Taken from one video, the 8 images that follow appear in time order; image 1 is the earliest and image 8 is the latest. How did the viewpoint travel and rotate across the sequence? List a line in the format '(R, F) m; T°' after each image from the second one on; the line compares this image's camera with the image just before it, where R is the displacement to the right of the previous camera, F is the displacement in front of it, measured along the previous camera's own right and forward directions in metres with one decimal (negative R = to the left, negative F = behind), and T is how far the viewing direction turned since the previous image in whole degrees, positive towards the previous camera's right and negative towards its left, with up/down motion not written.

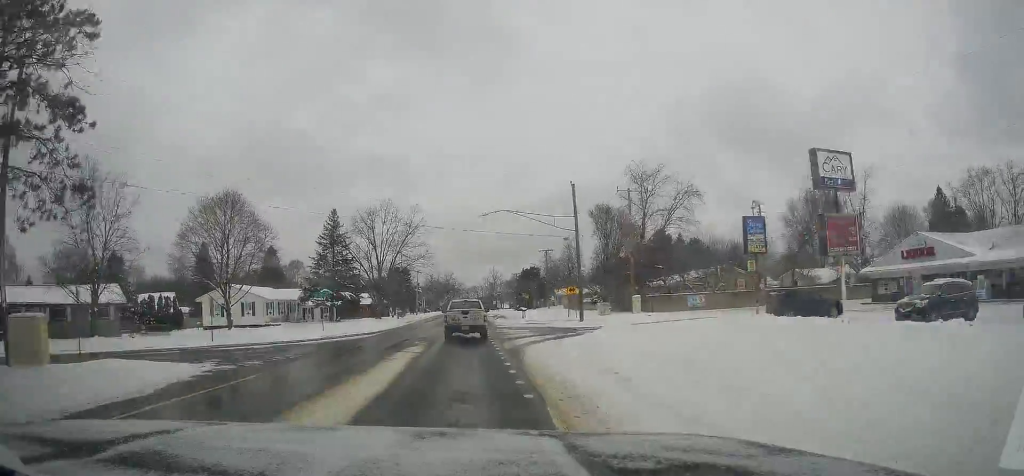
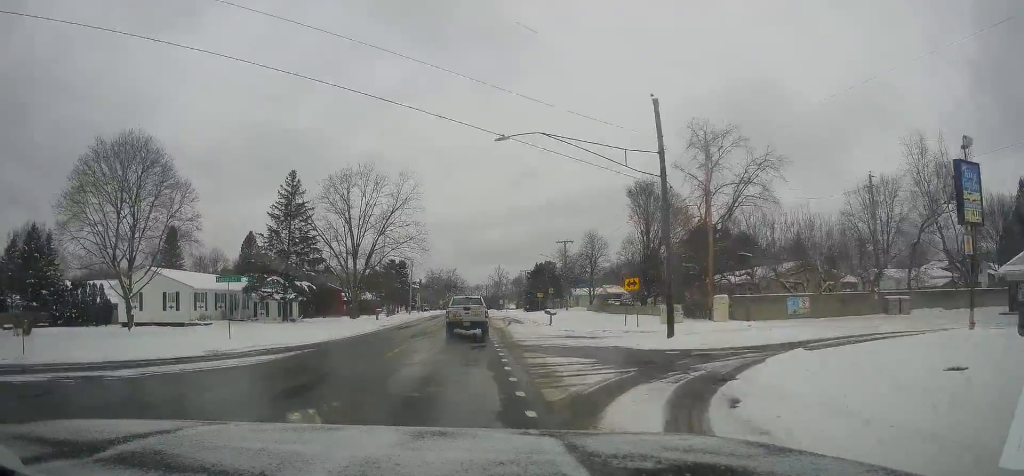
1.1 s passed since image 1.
(+0.5, +18.2) m; +2°
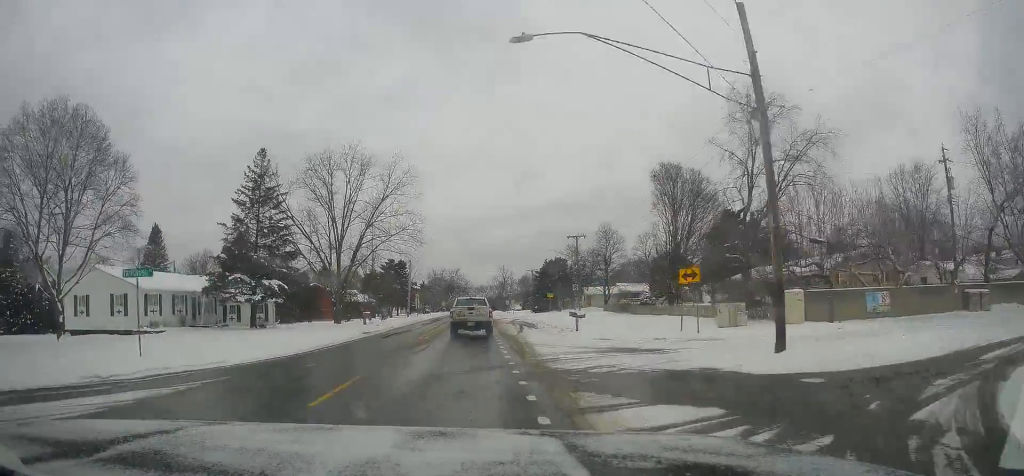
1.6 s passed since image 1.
(0.0, +8.5) m; -1°
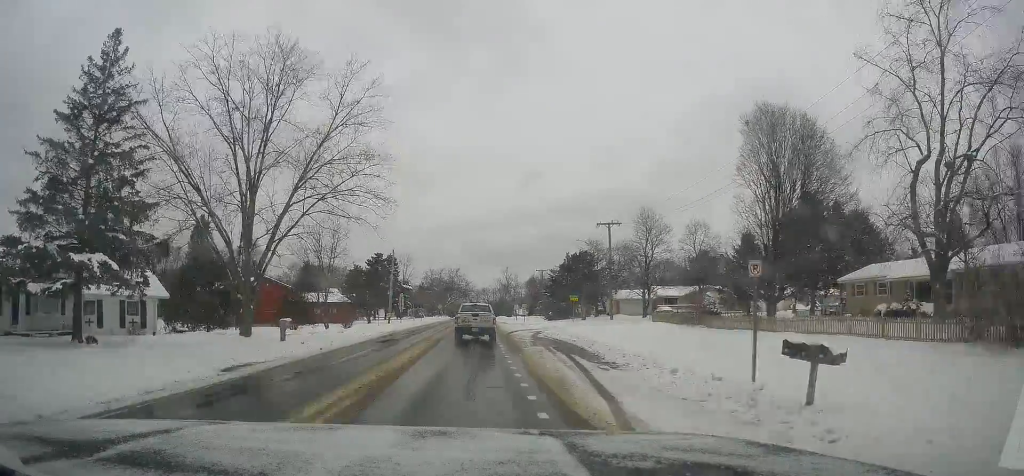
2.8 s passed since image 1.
(-0.6, +21.4) m; -1°
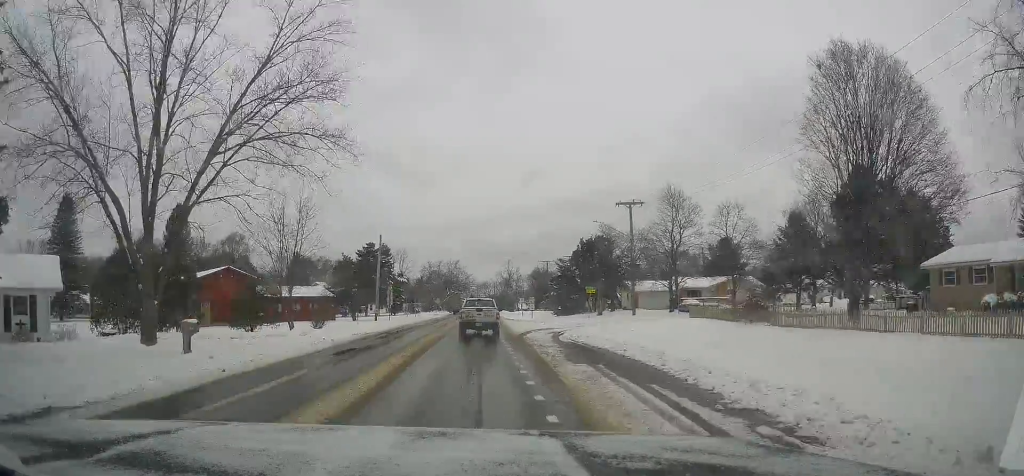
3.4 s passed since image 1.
(0.0, +10.1) m; 0°
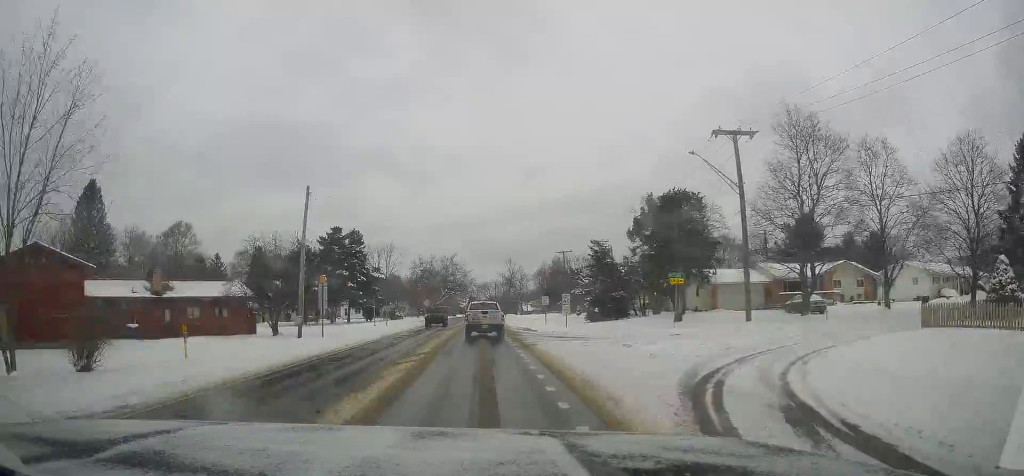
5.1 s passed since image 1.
(+0.2, +27.1) m; 0°
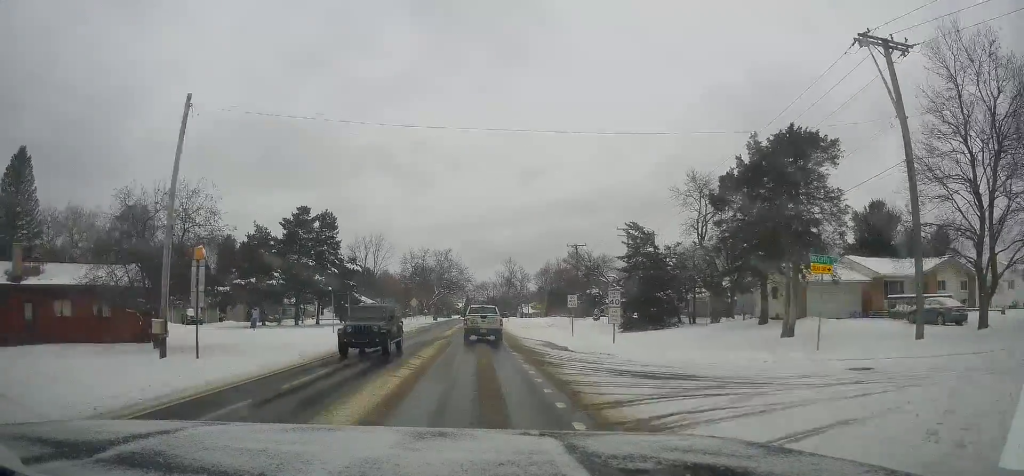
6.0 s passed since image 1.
(+0.2, +15.7) m; +3°
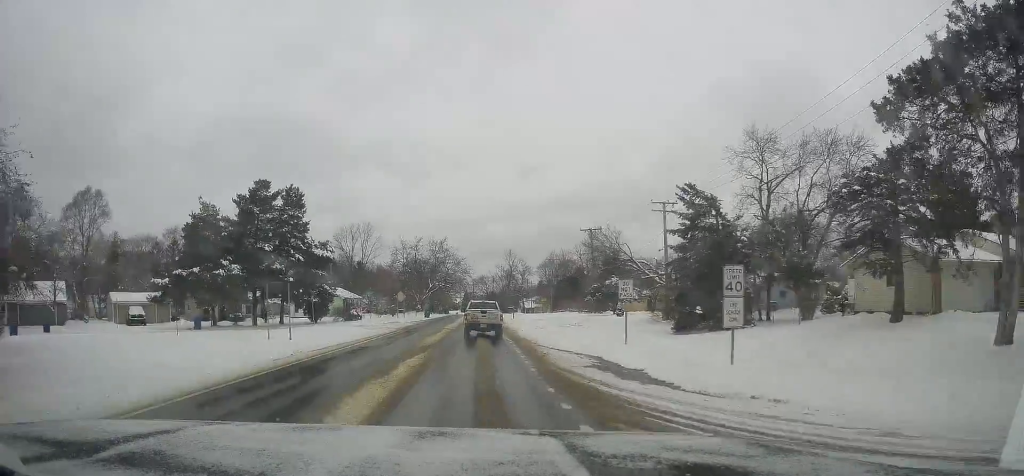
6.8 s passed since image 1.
(+0.5, +13.0) m; 0°
